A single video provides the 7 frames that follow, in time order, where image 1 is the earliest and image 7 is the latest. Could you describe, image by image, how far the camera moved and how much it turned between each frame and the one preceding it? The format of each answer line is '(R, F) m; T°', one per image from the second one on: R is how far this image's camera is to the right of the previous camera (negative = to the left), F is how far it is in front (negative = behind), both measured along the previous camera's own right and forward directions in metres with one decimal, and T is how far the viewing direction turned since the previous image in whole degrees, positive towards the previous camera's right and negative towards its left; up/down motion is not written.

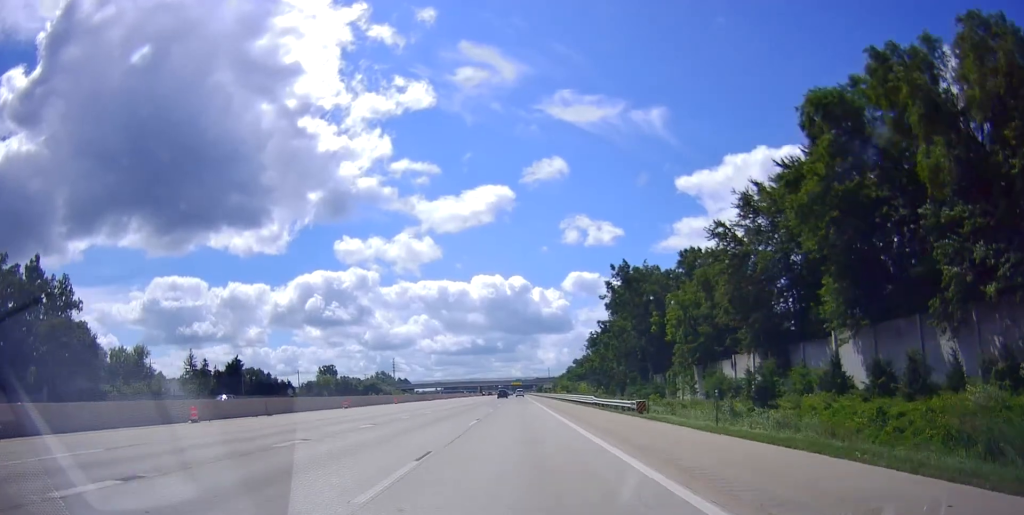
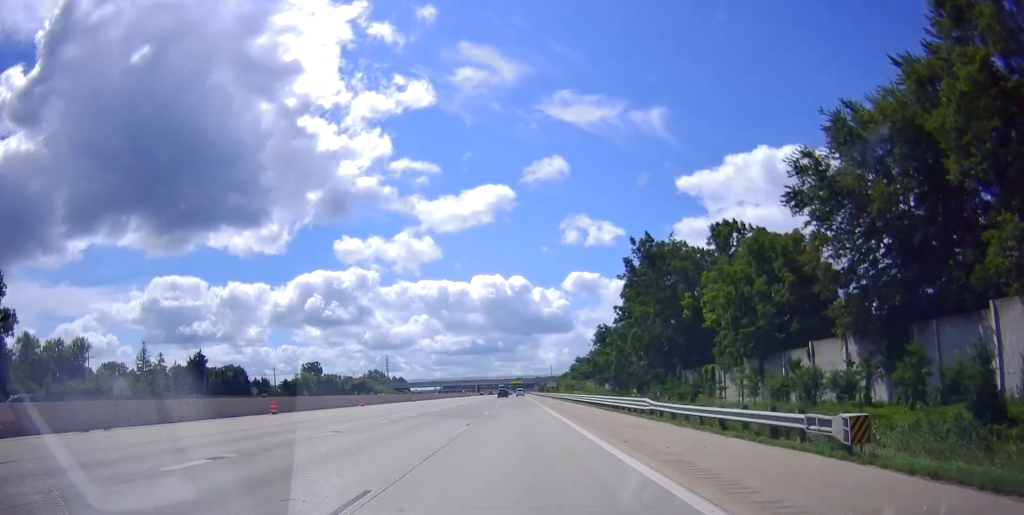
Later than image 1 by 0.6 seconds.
(+0.1, +19.8) m; -1°
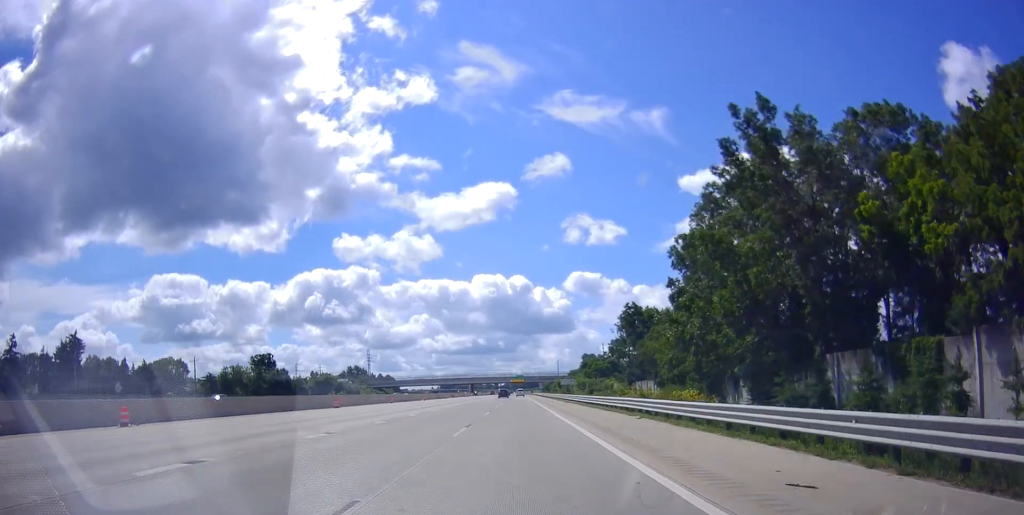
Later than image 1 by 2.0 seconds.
(-0.7, +46.2) m; 0°
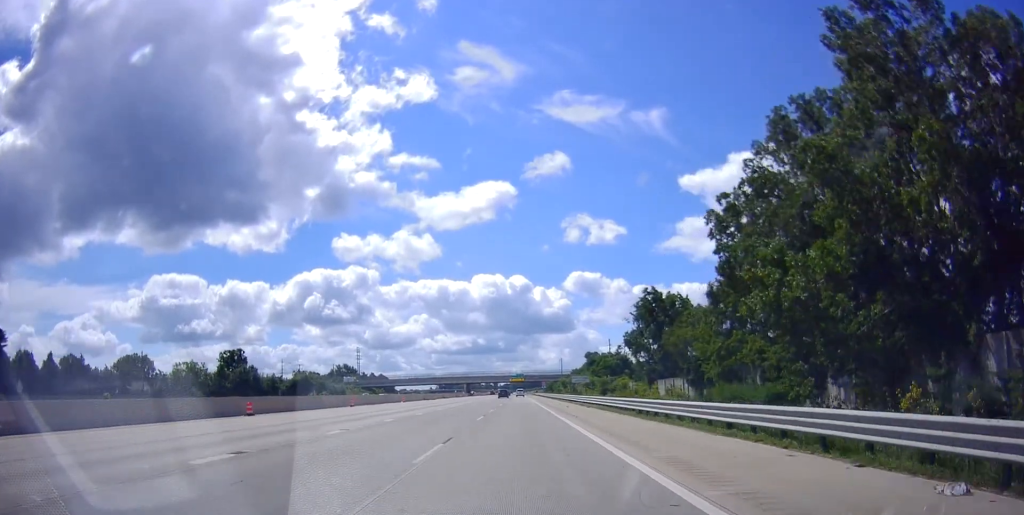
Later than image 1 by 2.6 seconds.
(+0.4, +20.8) m; +1°
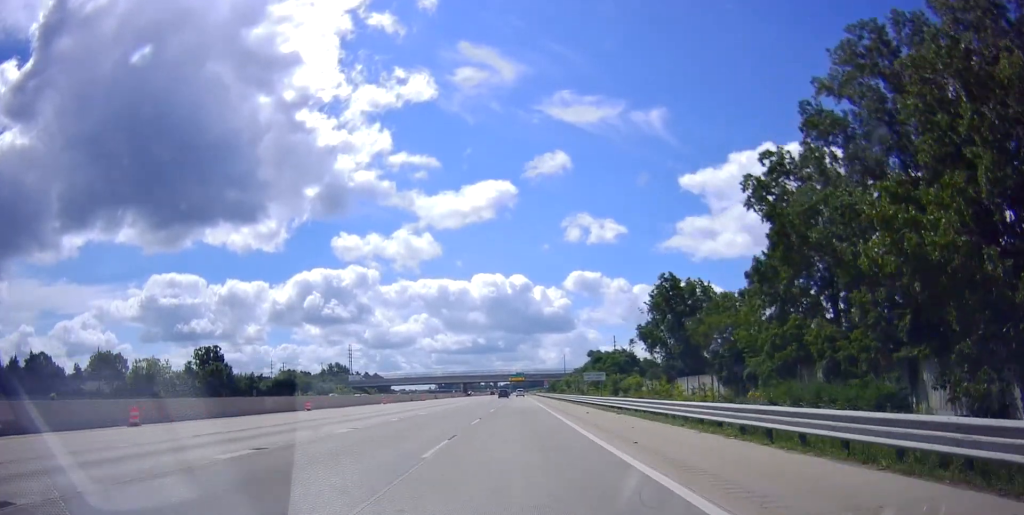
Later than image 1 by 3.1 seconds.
(+0.1, +14.2) m; 0°
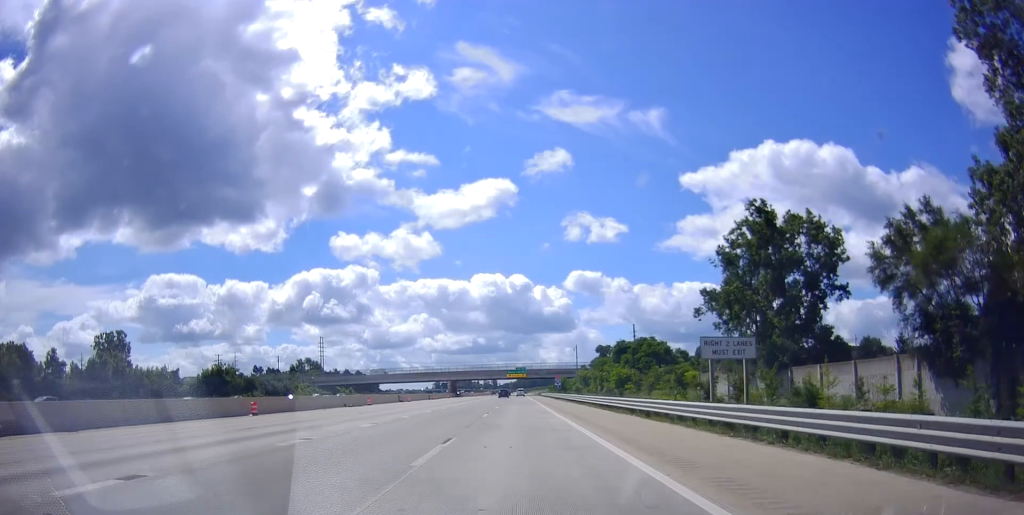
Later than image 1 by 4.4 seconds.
(0.0, +42.4) m; -1°
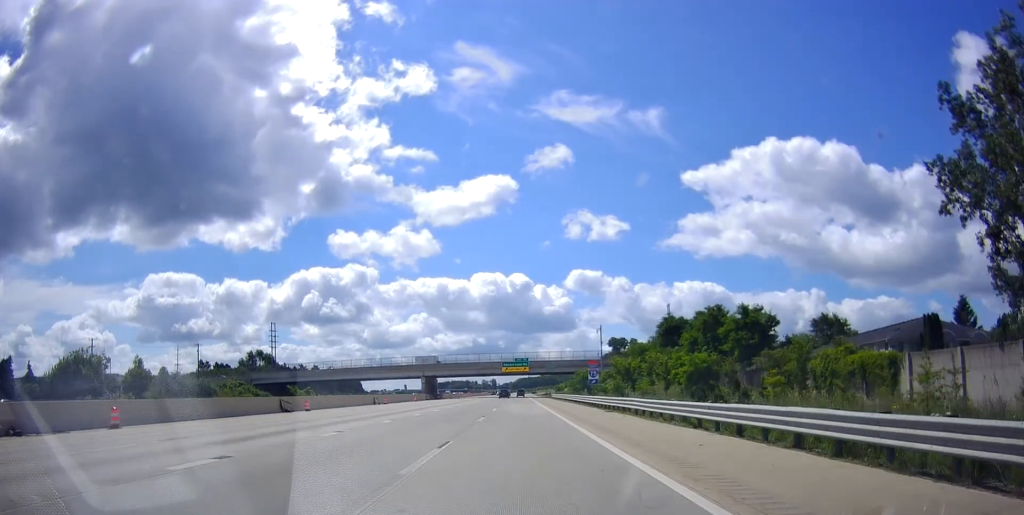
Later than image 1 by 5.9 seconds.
(-1.1, +49.8) m; -1°
